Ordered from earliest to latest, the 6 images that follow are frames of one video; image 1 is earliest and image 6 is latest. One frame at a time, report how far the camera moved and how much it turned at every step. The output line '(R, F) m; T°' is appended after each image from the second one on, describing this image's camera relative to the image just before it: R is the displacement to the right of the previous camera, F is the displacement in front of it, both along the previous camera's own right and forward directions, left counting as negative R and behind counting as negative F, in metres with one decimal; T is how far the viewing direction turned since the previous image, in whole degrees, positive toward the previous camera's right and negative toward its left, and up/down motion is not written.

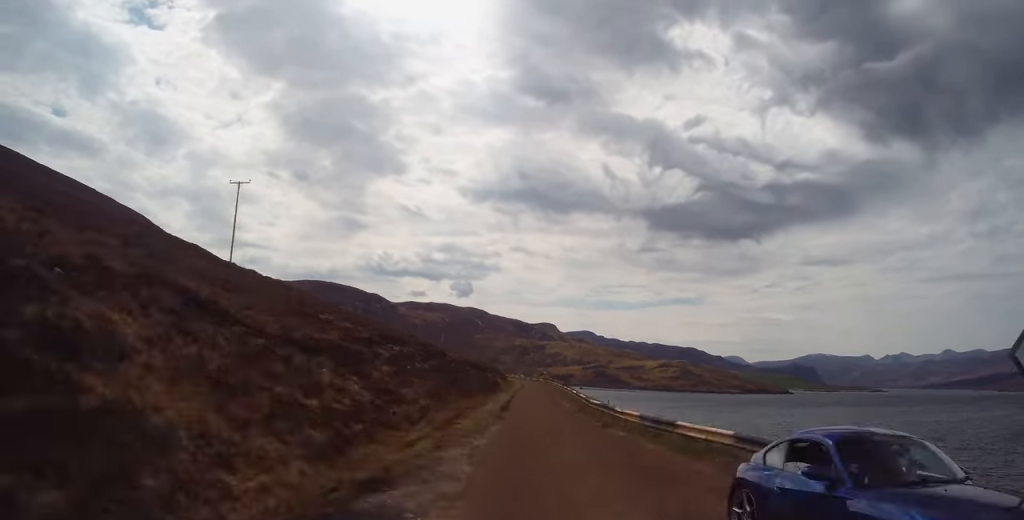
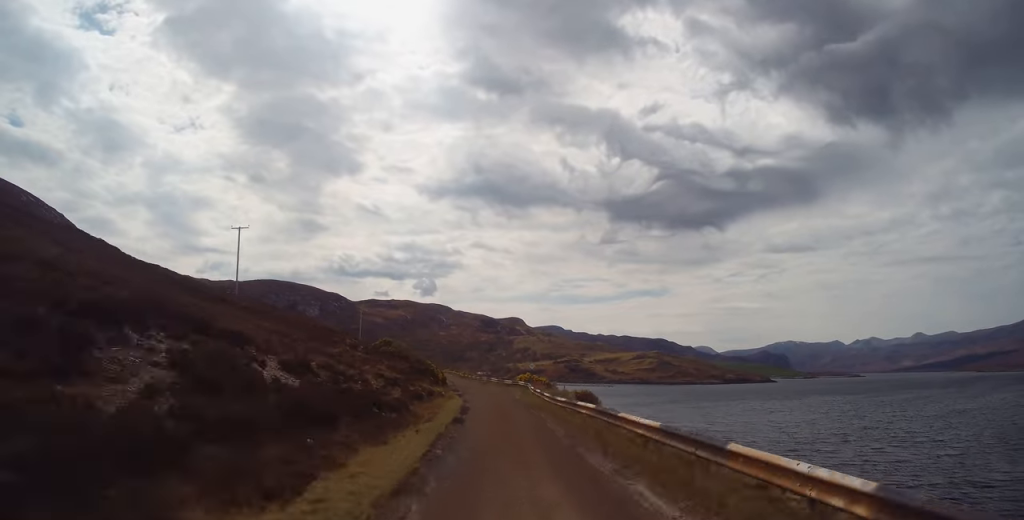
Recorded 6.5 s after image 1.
(+0.7, +74.9) m; -2°
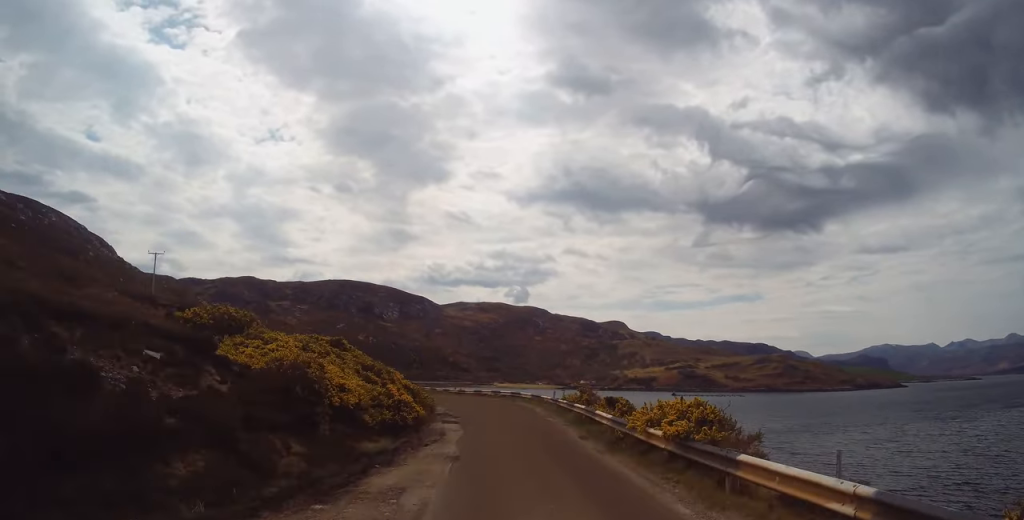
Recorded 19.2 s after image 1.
(-11.2, +147.1) m; -11°
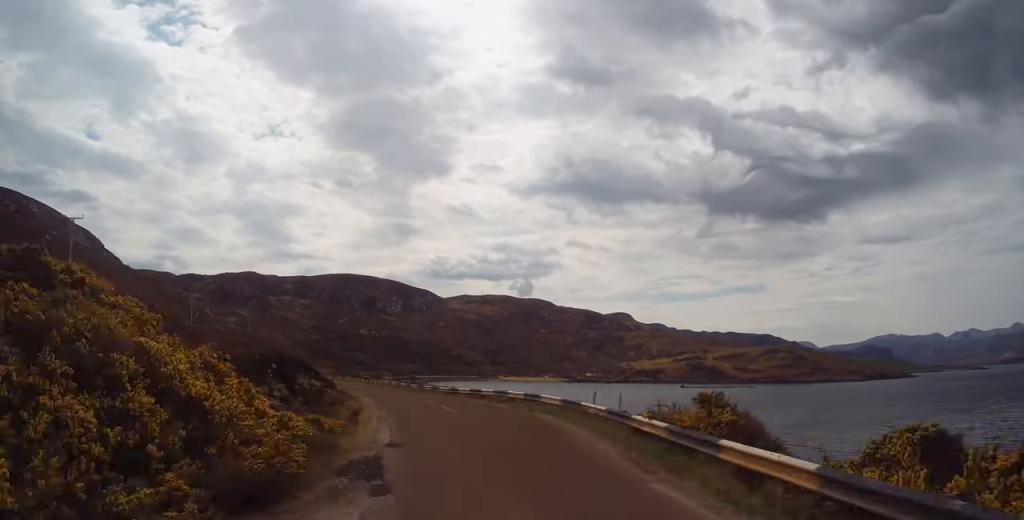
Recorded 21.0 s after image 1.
(-1.5, +19.6) m; -4°
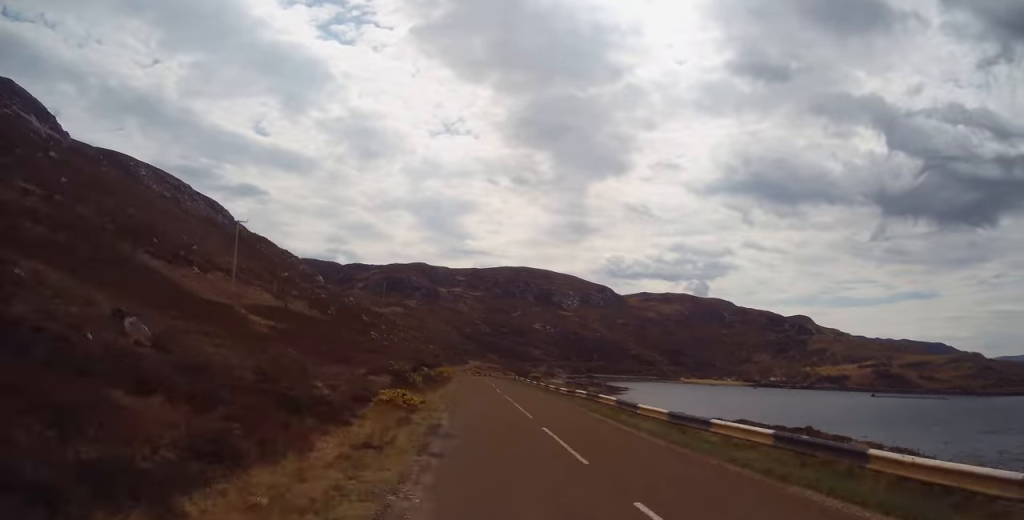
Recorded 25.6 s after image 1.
(-4.7, +54.6) m; -7°
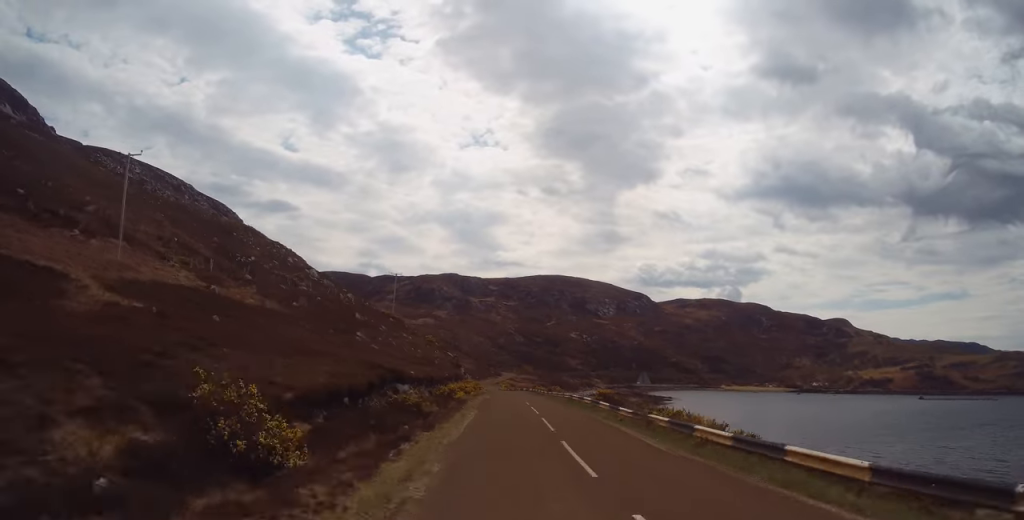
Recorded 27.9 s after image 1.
(-0.7, +28.2) m; -2°
